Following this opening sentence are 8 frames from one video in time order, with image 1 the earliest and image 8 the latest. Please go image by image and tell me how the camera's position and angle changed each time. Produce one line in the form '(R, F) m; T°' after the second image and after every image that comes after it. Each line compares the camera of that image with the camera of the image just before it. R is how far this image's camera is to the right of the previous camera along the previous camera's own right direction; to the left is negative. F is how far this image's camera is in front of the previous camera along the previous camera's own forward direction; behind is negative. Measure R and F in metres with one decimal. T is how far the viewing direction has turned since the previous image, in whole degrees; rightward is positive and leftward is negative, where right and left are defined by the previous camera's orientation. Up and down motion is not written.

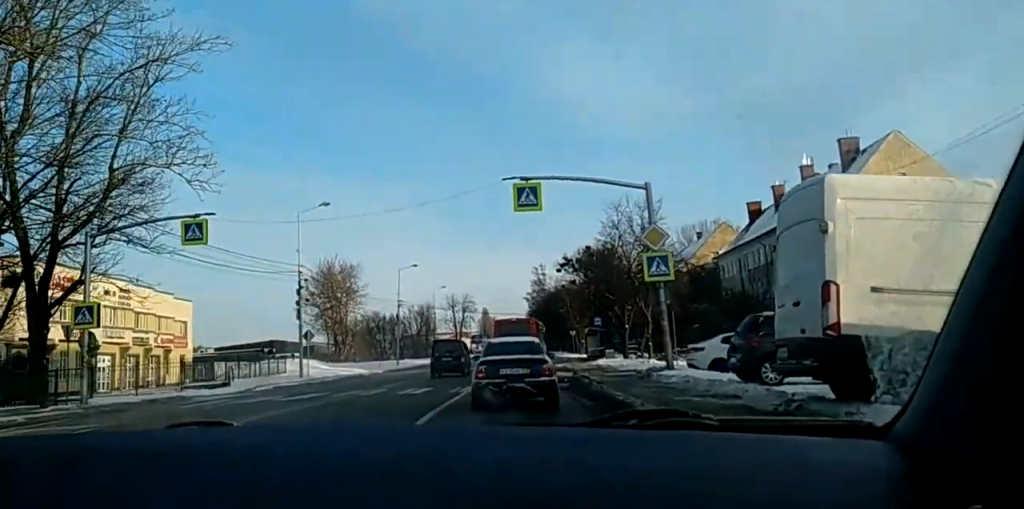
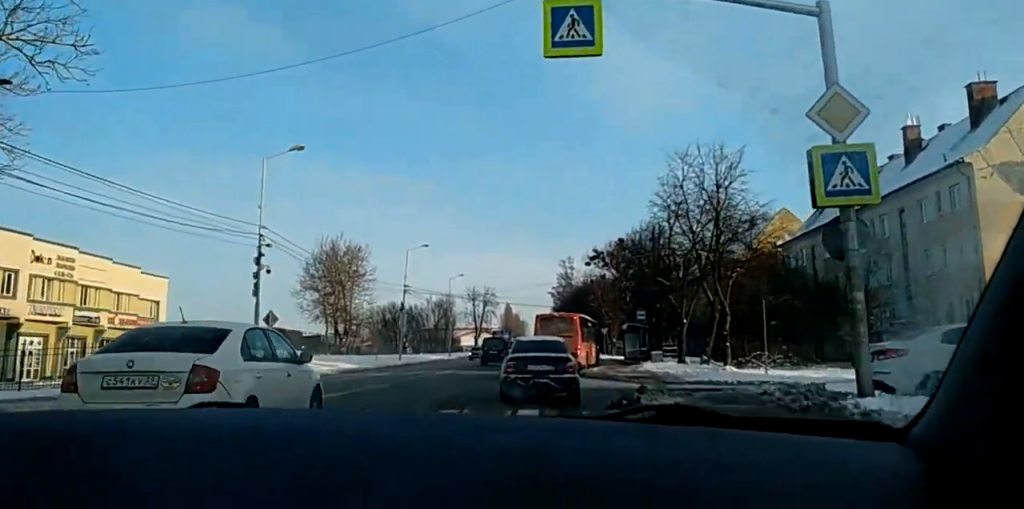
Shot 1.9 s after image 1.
(-0.2, +13.0) m; -2°
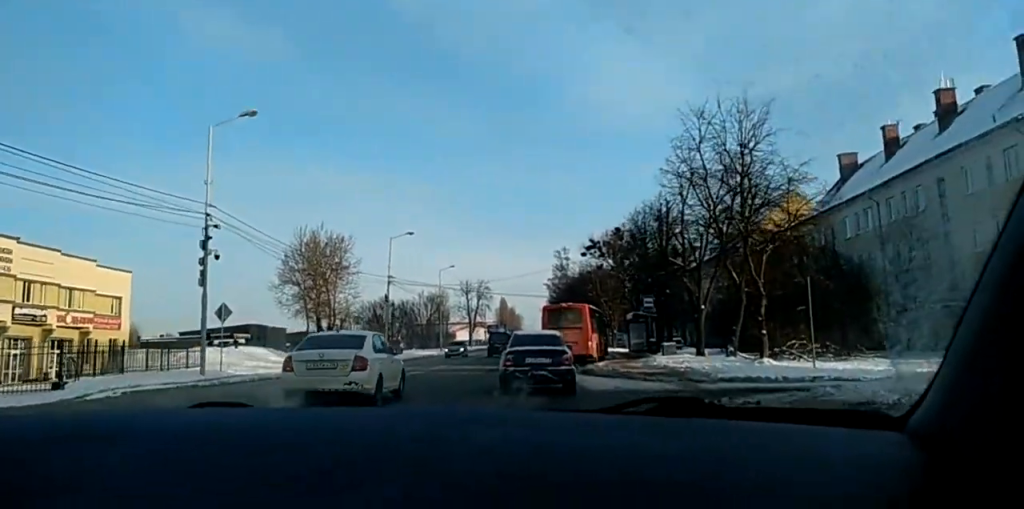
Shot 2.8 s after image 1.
(-0.3, +7.0) m; -3°
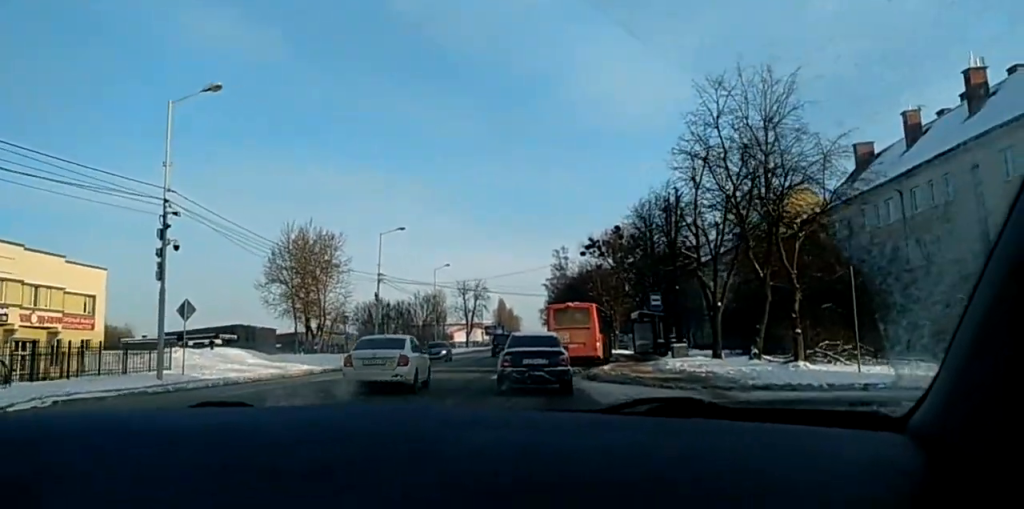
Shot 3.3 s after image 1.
(-0.1, +4.5) m; -1°
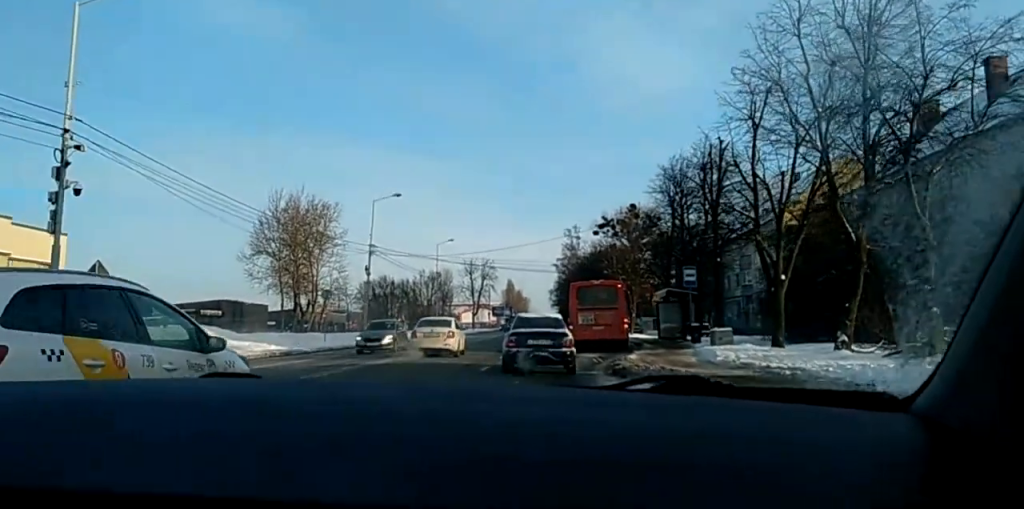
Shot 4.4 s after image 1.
(0.0, +9.0) m; 0°
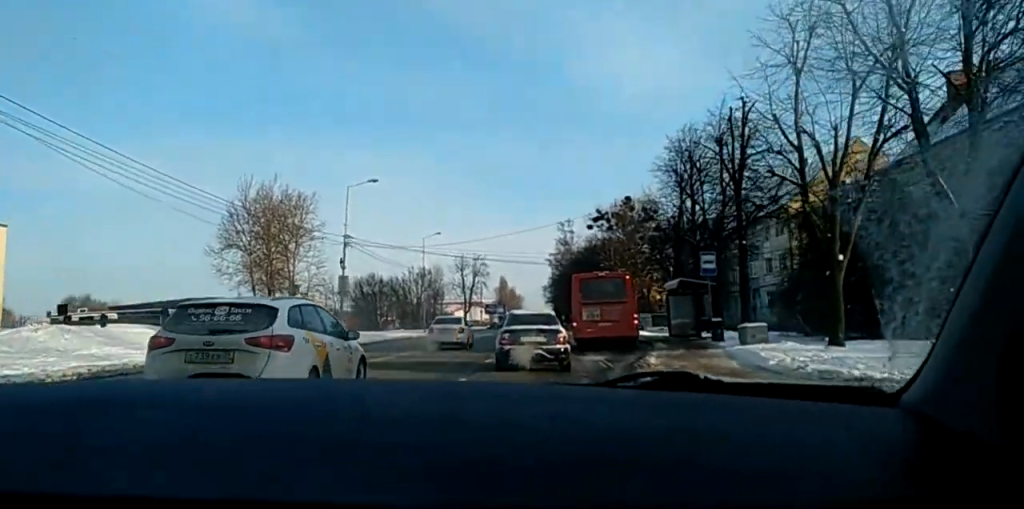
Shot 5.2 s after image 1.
(0.0, +6.2) m; 0°
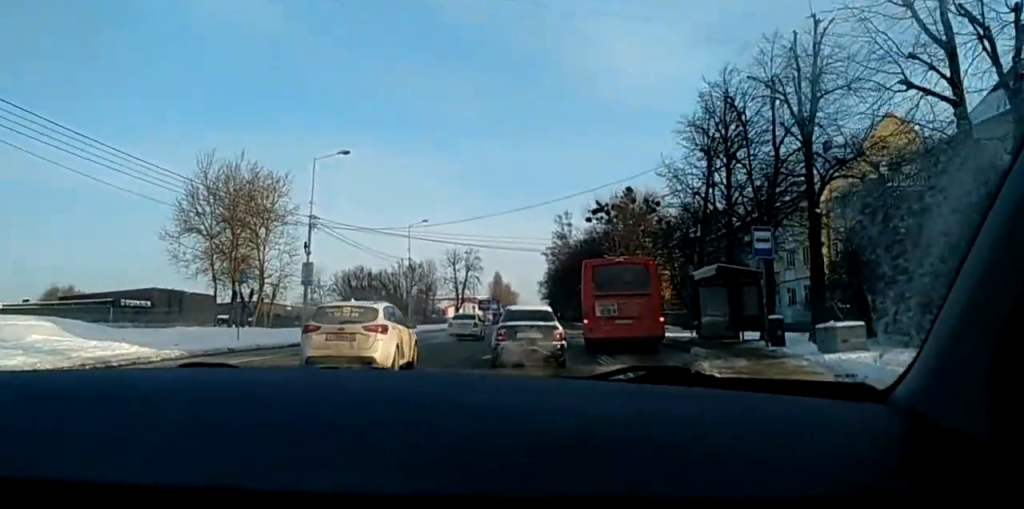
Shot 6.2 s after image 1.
(0.0, +8.6) m; 0°
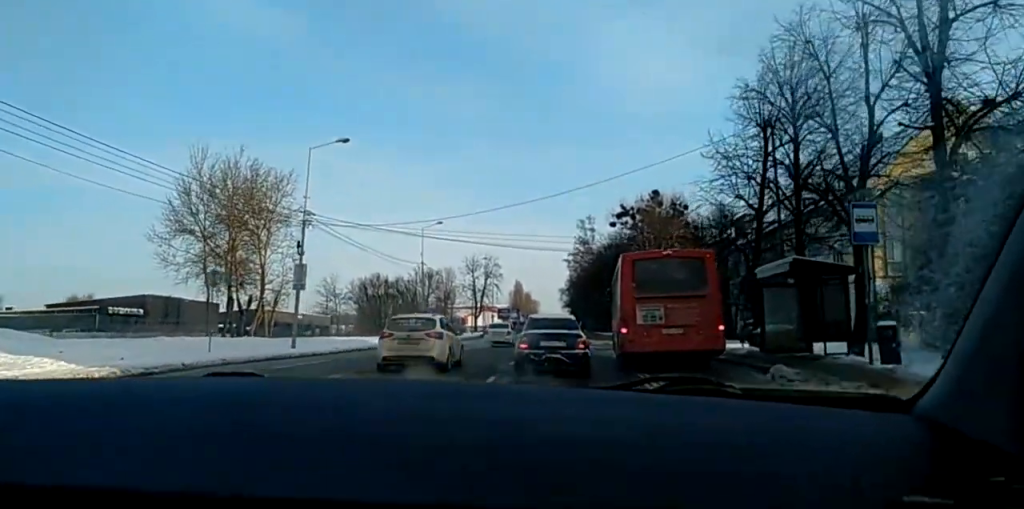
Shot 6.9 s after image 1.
(0.0, +6.7) m; +1°
